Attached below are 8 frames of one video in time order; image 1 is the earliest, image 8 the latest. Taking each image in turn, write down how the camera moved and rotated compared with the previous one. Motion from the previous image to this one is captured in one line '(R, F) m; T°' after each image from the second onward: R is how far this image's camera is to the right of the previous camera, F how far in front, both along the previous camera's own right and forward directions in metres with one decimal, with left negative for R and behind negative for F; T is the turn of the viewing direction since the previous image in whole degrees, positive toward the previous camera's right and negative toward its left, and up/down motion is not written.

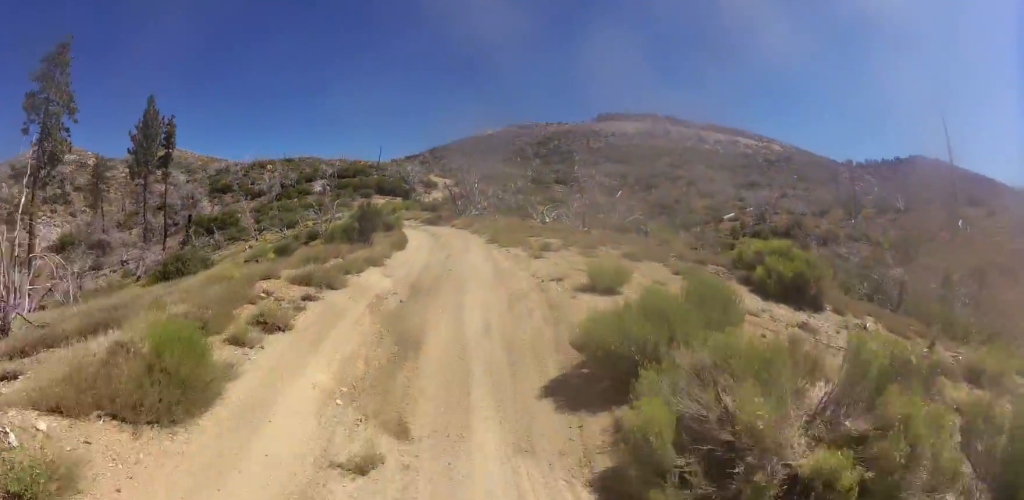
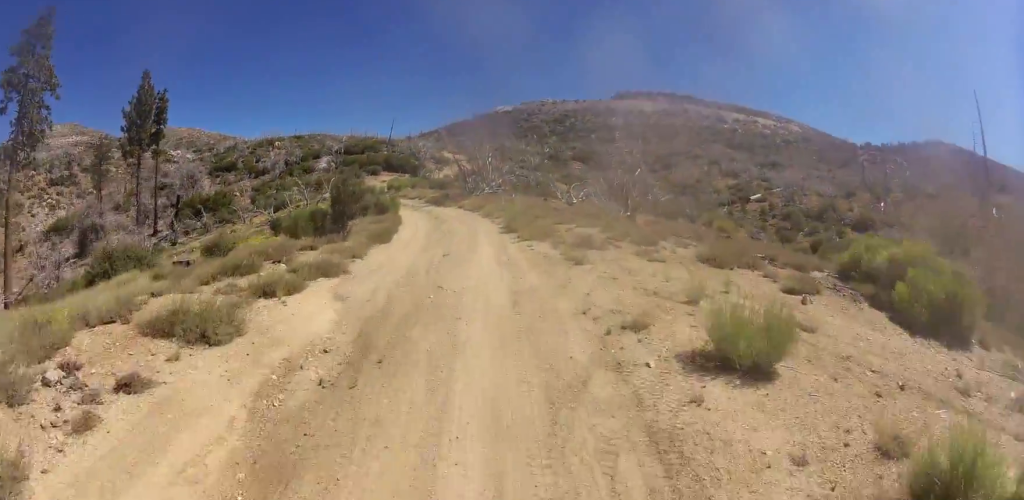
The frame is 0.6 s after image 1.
(+0.1, +4.2) m; +3°
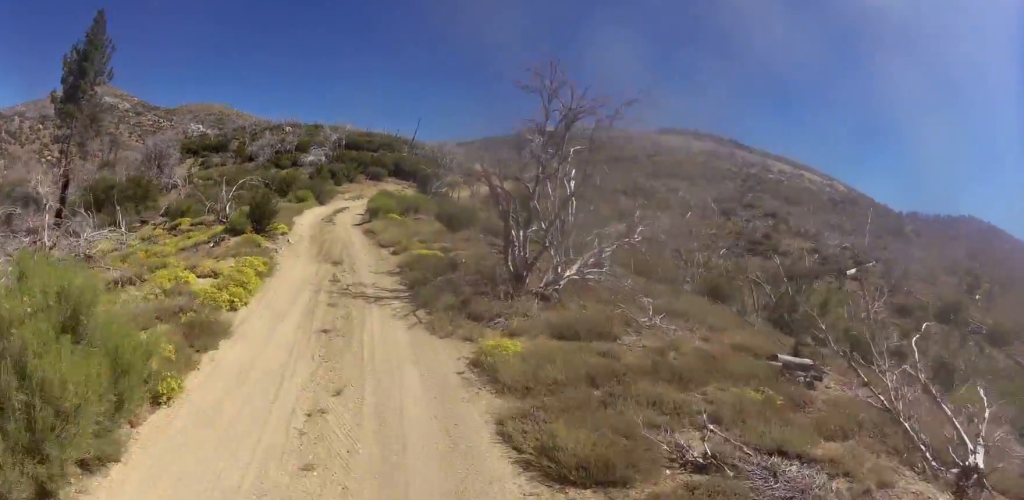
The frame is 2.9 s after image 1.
(-1.6, +17.7) m; -18°
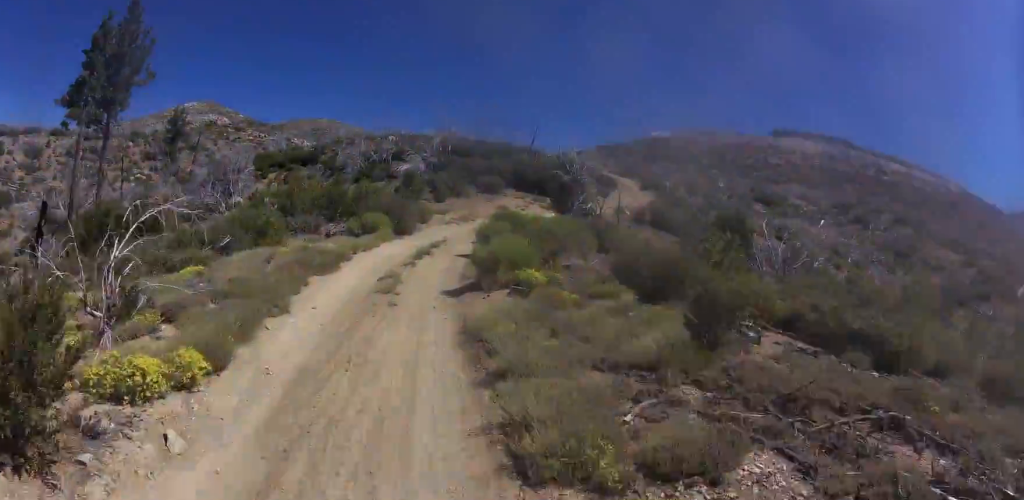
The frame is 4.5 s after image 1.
(-1.2, +12.1) m; -3°
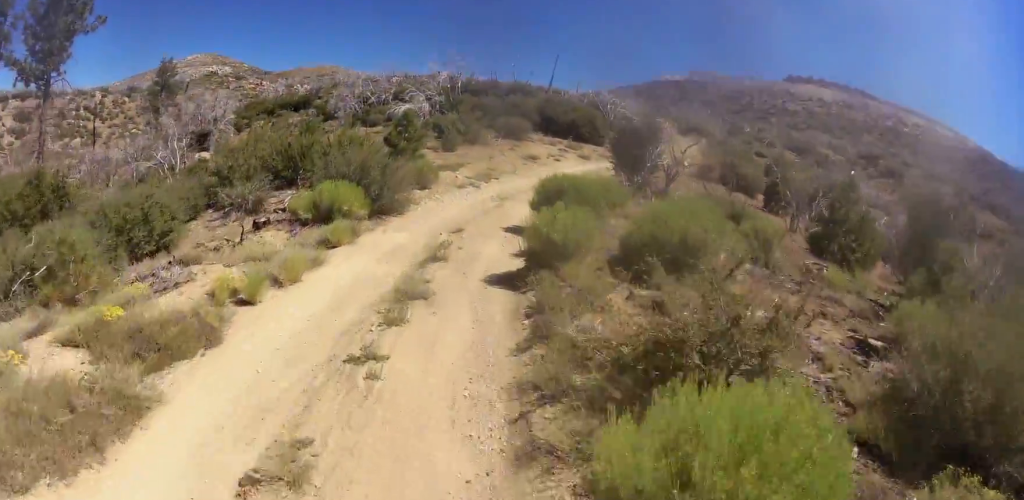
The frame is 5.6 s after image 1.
(+0.9, +9.0) m; +8°
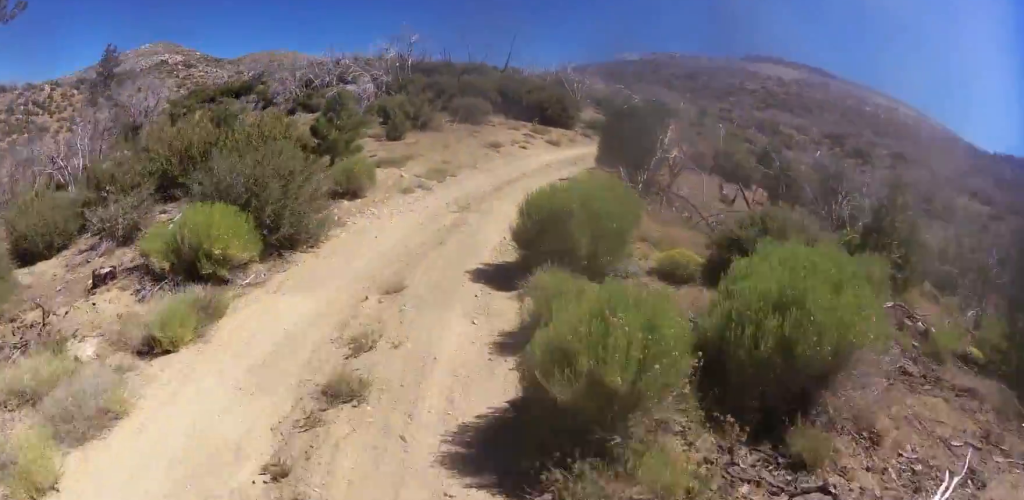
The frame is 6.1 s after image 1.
(+0.2, +4.6) m; 0°
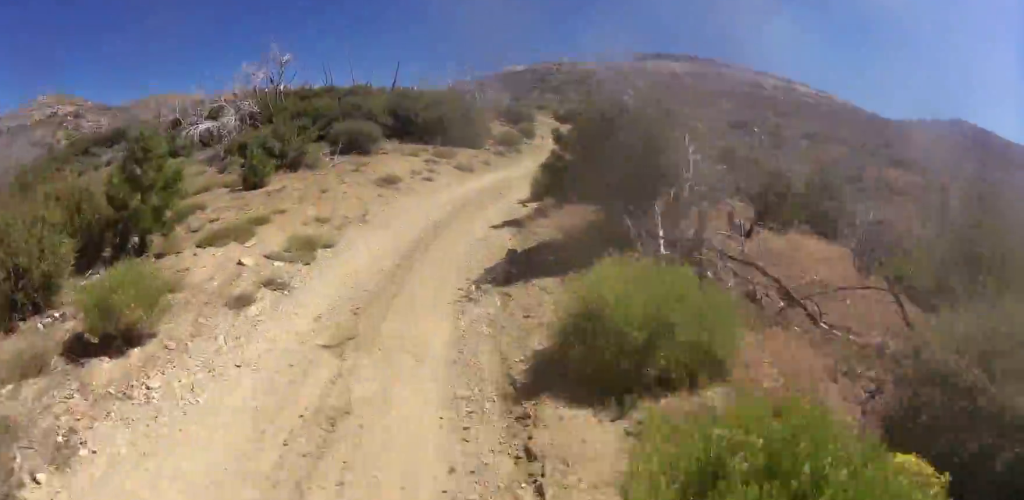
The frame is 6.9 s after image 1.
(-0.1, +6.4) m; +5°
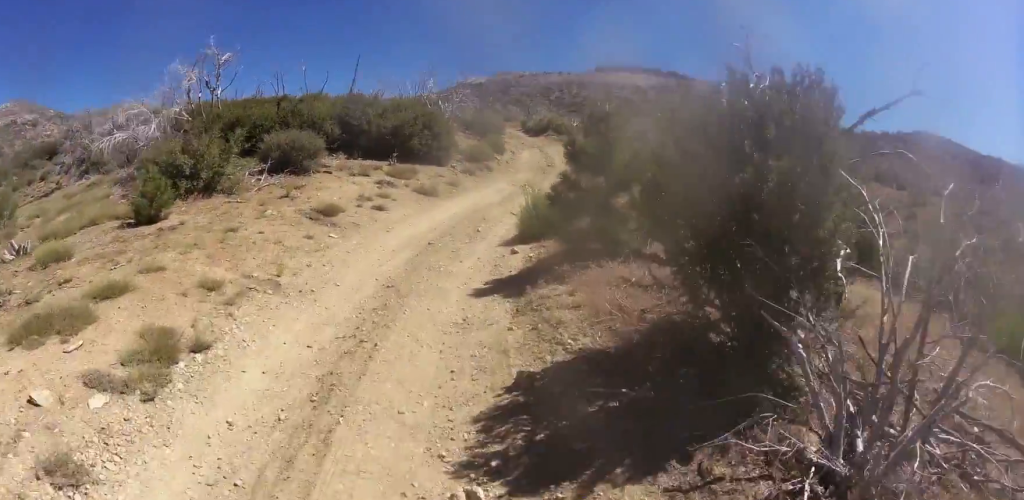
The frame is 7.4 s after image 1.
(-0.3, +4.4) m; +5°
